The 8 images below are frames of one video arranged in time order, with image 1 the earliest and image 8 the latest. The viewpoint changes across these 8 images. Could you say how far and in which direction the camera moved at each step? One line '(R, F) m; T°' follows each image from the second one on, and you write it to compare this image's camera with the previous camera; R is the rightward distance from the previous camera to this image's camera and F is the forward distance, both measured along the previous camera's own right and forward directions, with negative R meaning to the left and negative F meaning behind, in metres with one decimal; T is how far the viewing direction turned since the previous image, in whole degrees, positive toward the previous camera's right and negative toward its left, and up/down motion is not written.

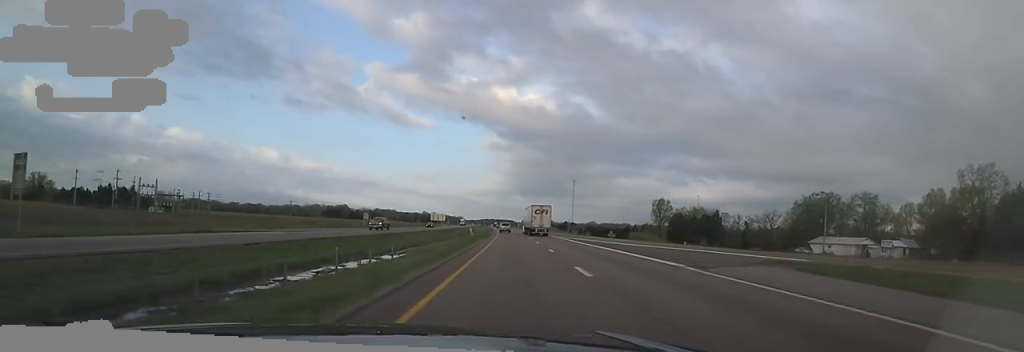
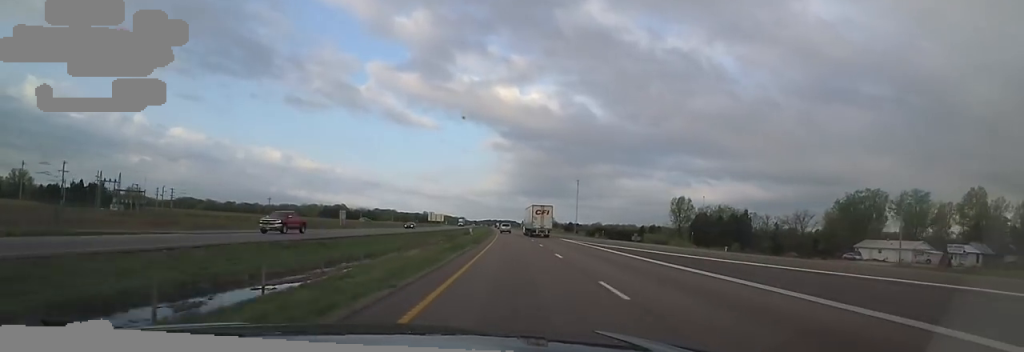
(+0.2, +16.4) m; +1°
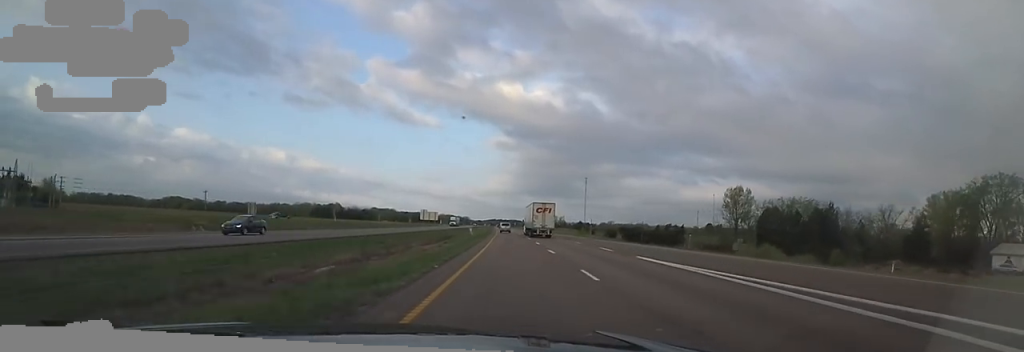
(+0.4, +34.1) m; -1°
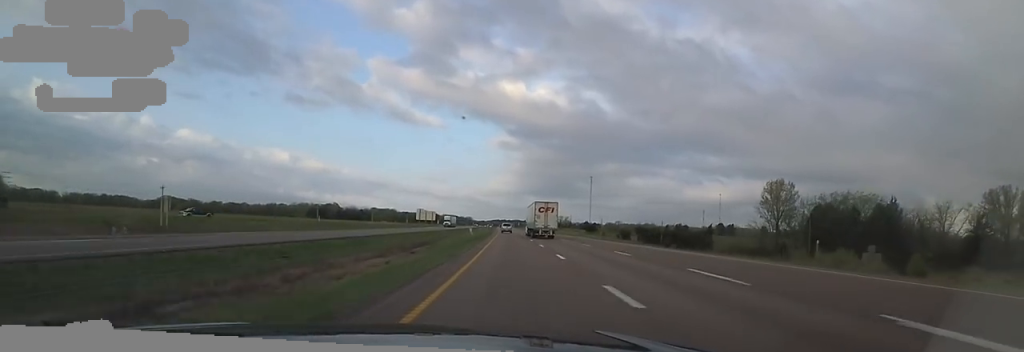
(-0.2, +16.4) m; 0°
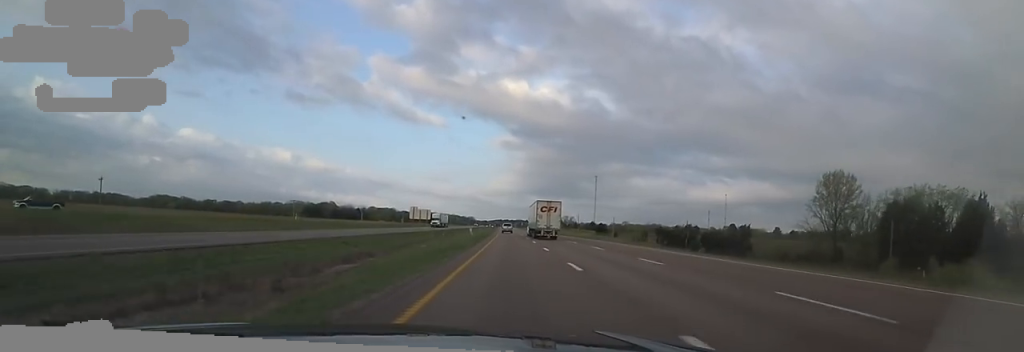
(-0.6, +17.6) m; 0°
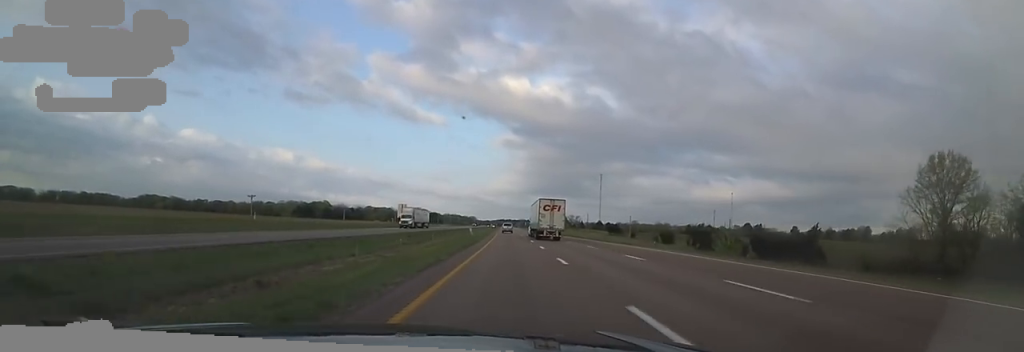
(+0.2, +22.3) m; 0°
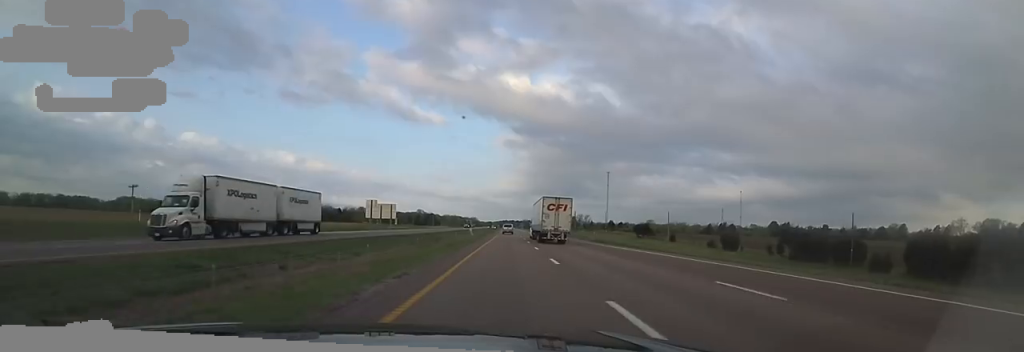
(+0.1, +36.6) m; -1°
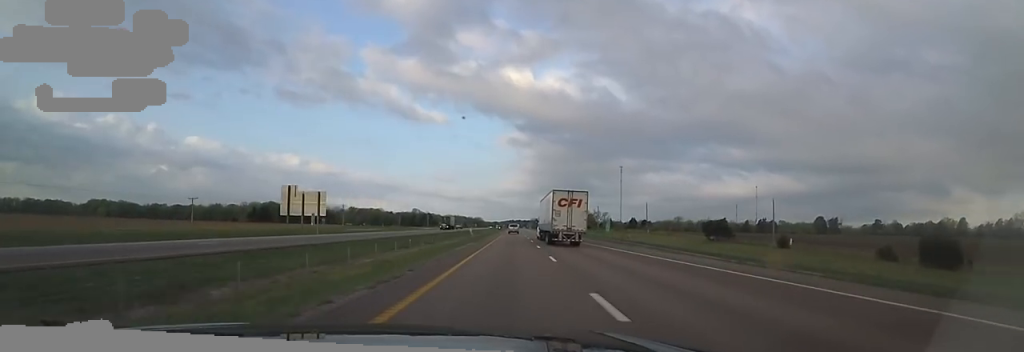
(-1.0, +48.5) m; -1°
